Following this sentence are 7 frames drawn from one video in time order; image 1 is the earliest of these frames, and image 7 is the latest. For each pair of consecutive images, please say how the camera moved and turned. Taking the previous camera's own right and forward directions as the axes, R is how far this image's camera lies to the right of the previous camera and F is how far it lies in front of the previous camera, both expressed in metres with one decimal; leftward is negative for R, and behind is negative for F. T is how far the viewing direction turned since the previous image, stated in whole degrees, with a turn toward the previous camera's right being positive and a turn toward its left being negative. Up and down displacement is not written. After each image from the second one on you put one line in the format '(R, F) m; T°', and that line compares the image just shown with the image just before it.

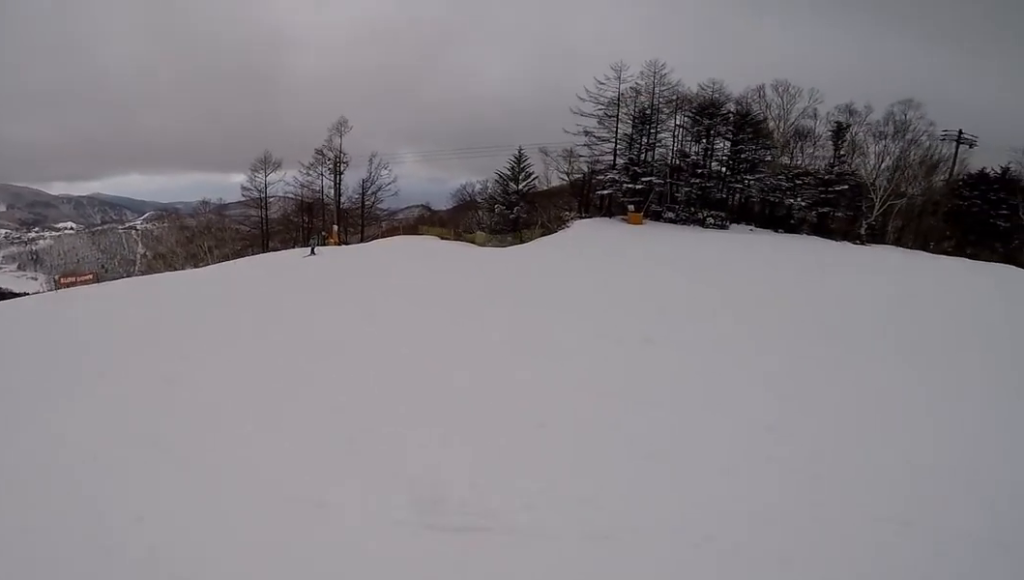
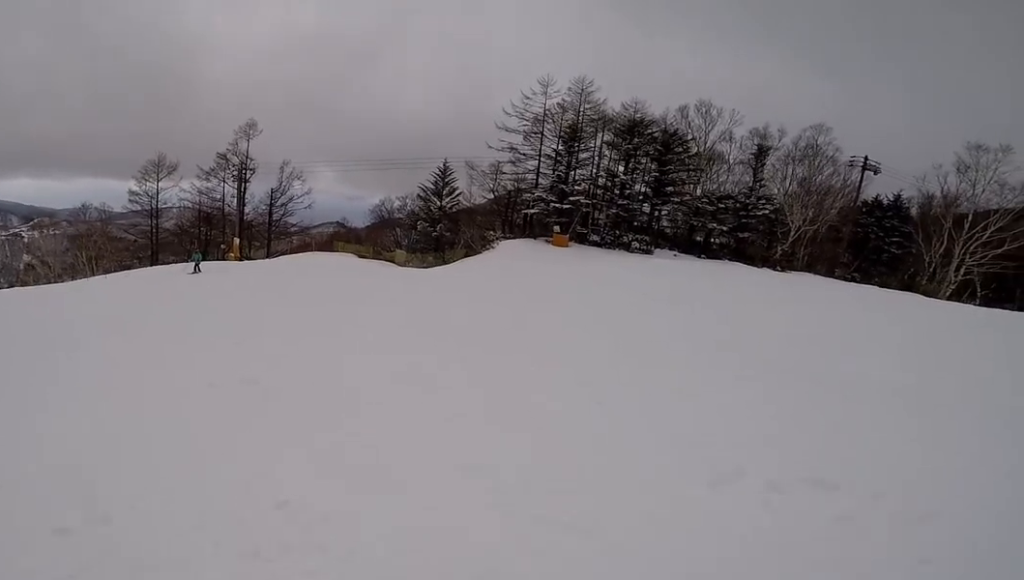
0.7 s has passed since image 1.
(+0.6, +2.8) m; +11°
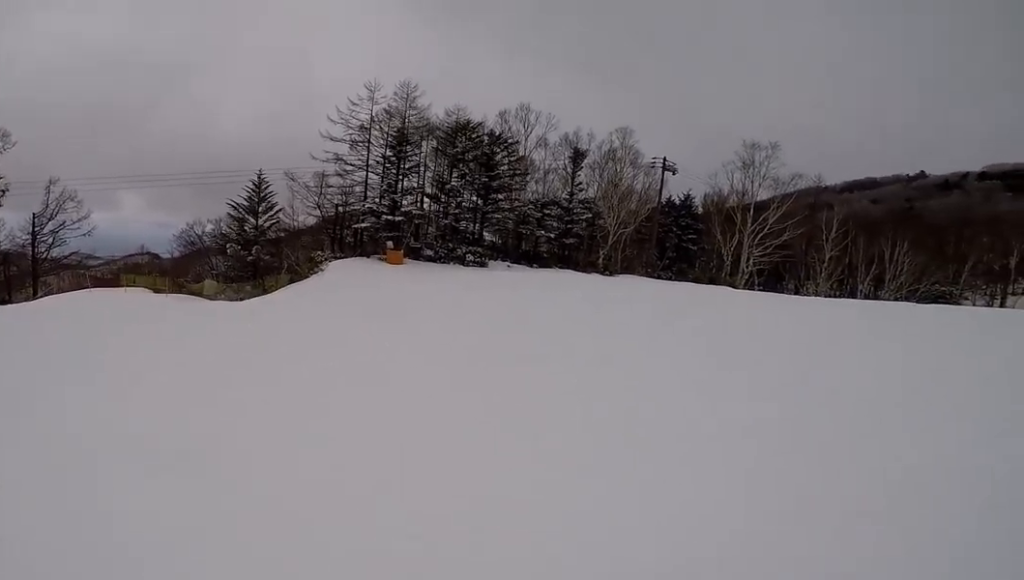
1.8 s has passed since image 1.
(+0.4, +4.7) m; +4°
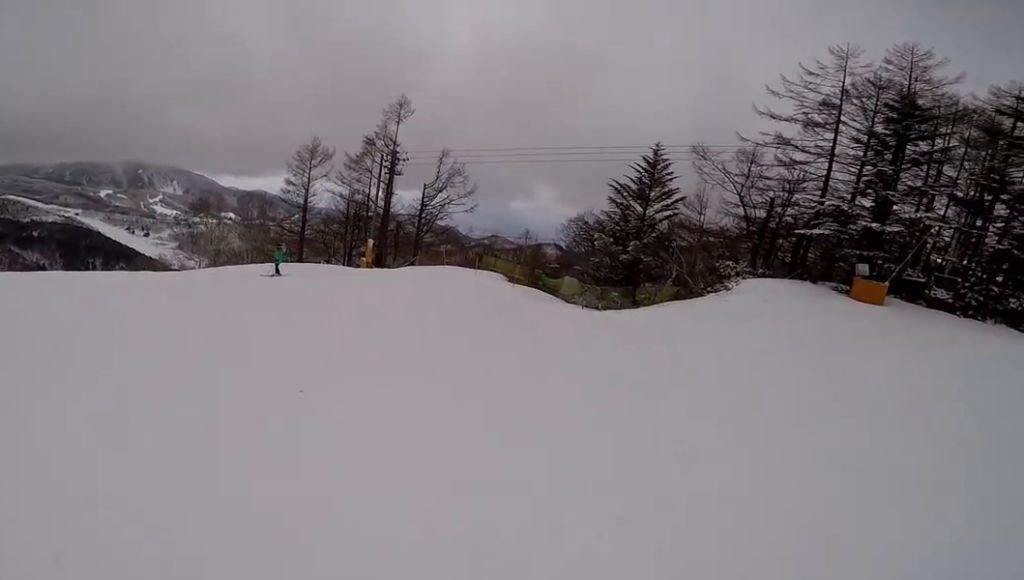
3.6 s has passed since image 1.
(-1.1, +8.1) m; -27°
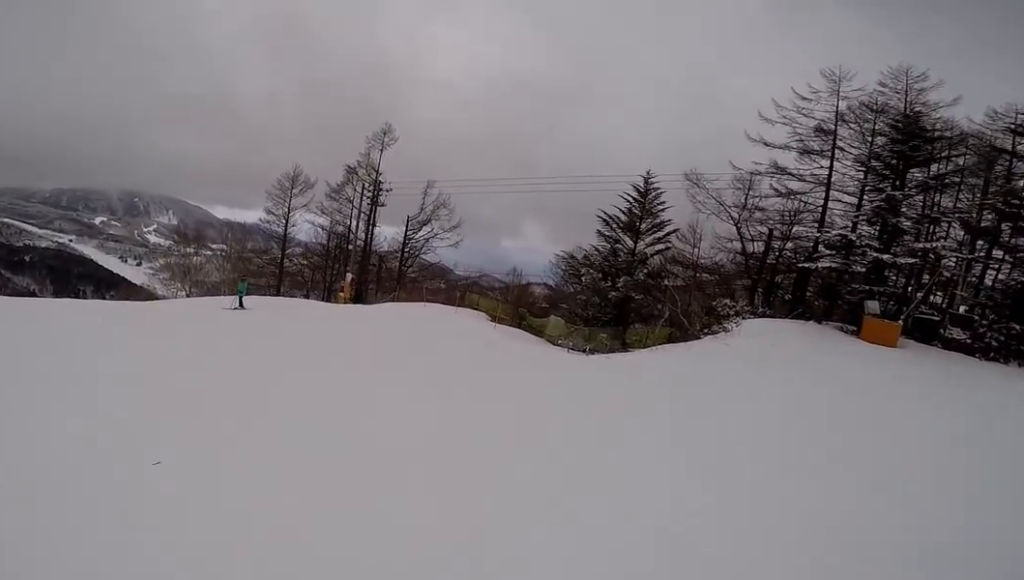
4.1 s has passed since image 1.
(-0.4, +2.1) m; -10°
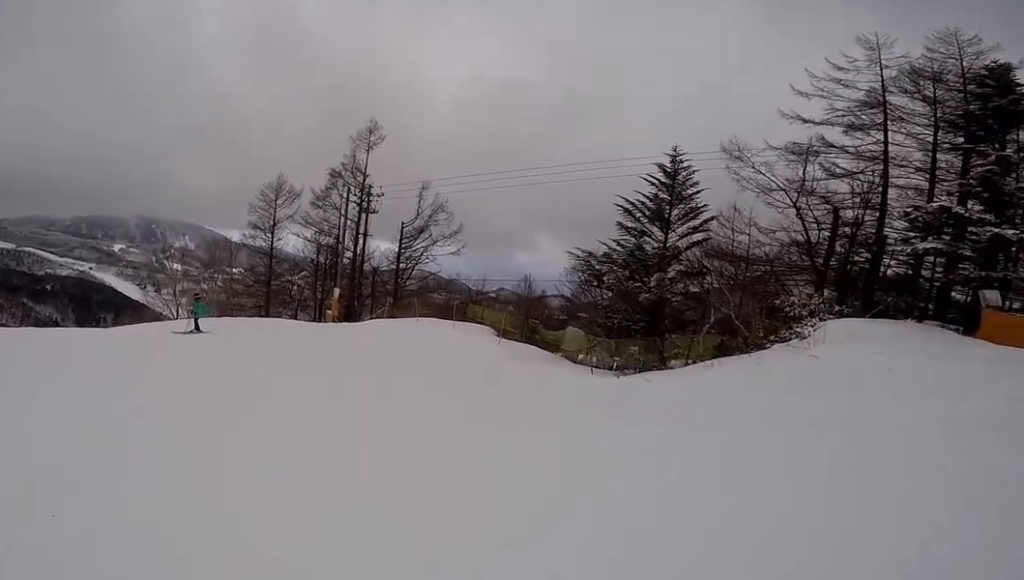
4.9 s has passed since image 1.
(-0.3, +3.7) m; -13°
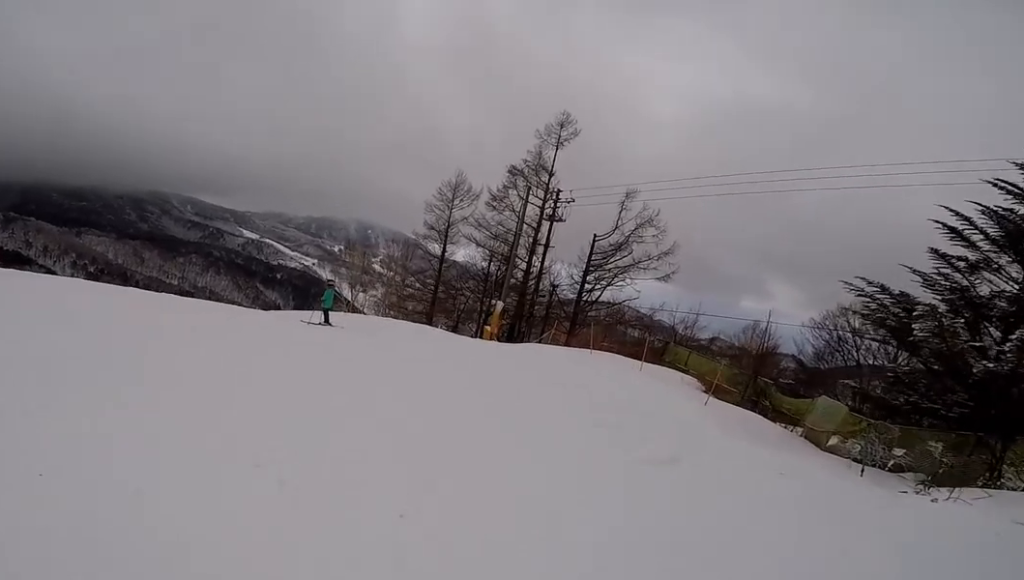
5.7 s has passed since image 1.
(-0.4, +3.3) m; -19°
